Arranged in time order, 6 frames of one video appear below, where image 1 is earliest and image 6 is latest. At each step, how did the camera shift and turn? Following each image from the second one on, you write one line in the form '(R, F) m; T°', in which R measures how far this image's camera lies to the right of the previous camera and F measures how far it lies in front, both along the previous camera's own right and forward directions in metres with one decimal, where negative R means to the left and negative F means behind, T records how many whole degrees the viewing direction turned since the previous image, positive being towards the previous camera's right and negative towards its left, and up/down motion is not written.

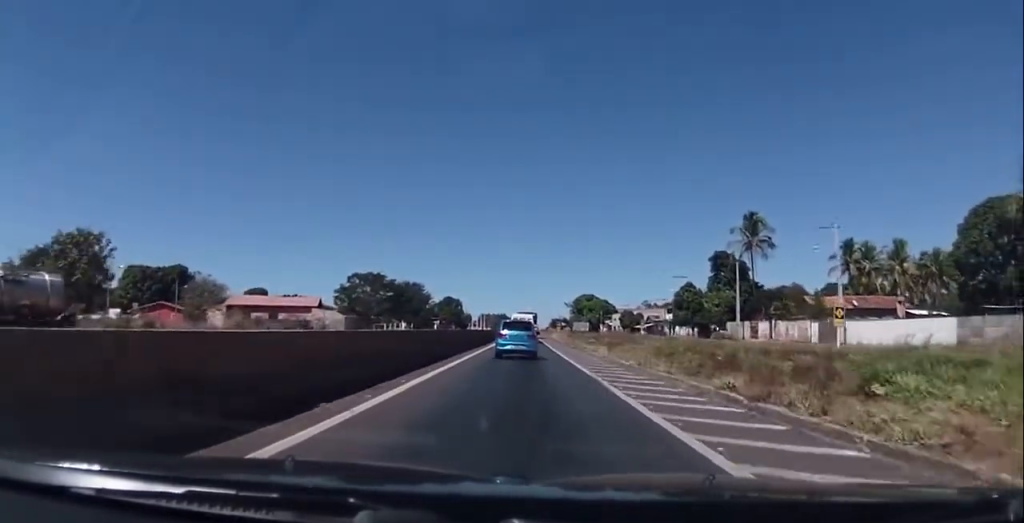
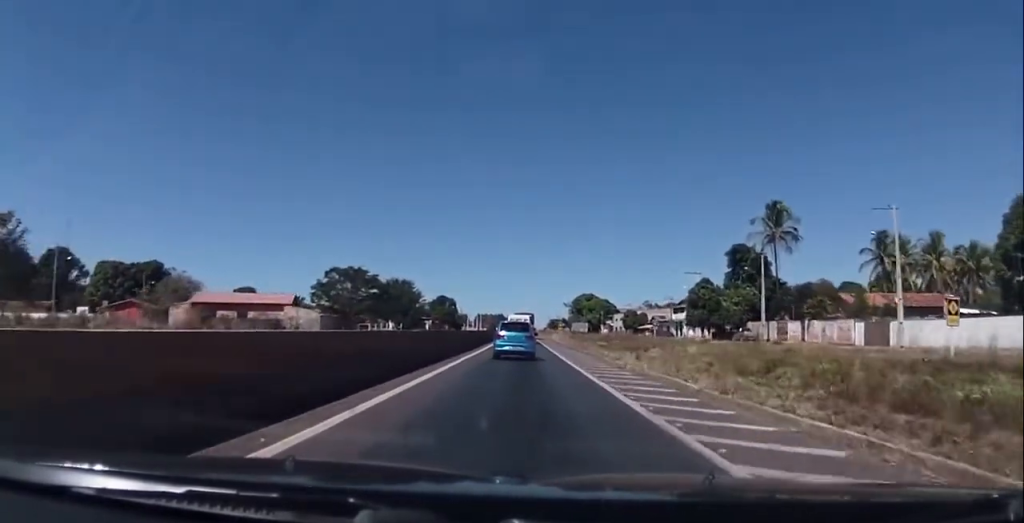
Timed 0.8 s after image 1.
(+0.3, +9.5) m; +2°
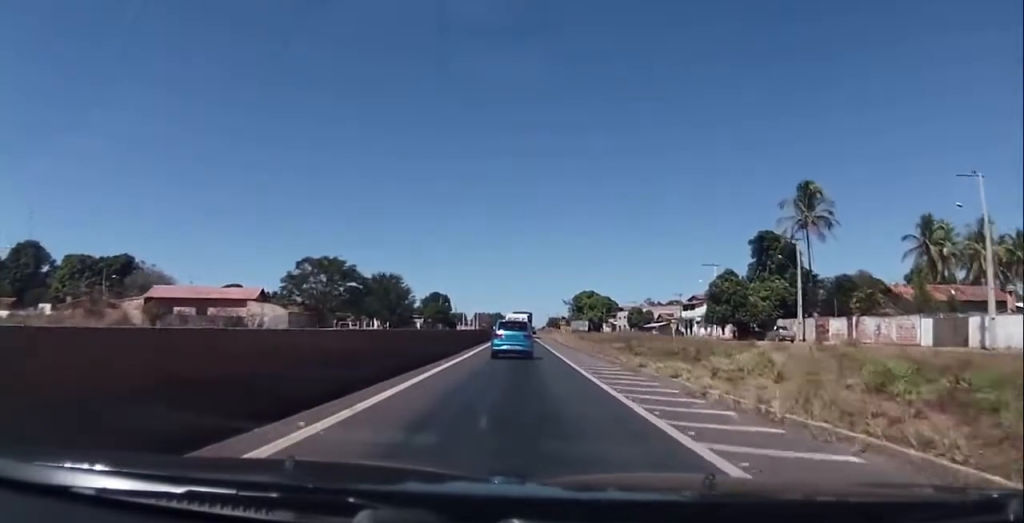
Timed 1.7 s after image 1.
(0.0, +10.3) m; 0°
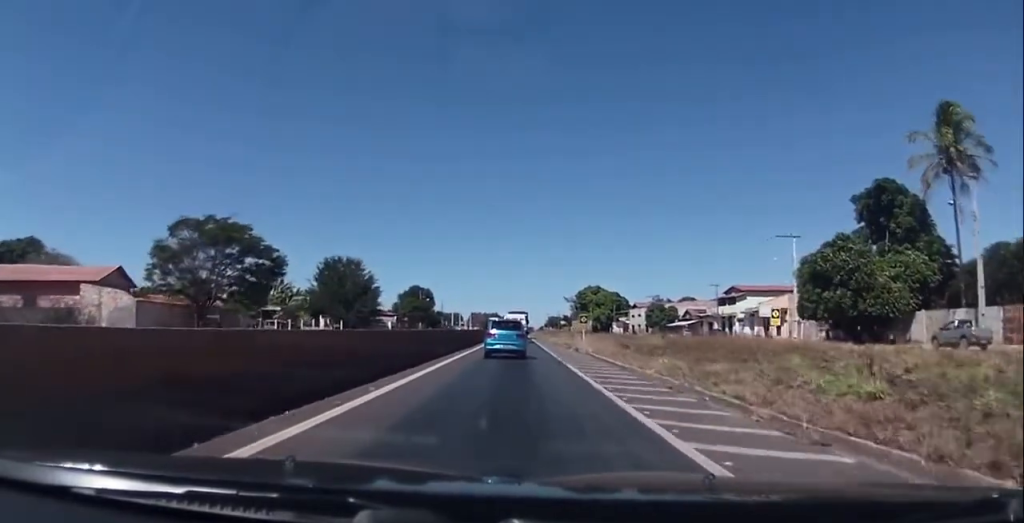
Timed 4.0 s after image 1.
(-0.7, +27.5) m; -1°
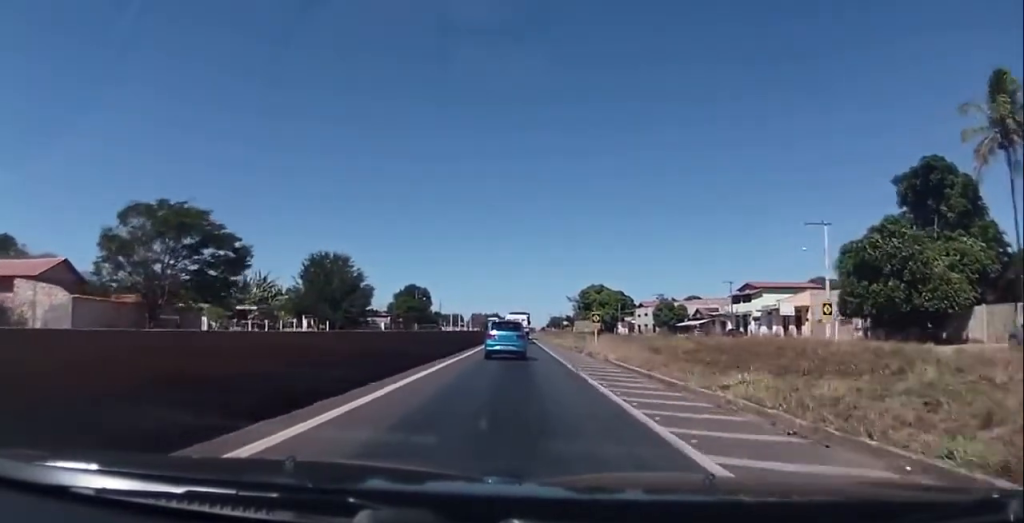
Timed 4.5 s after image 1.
(+0.1, +6.8) m; +1°
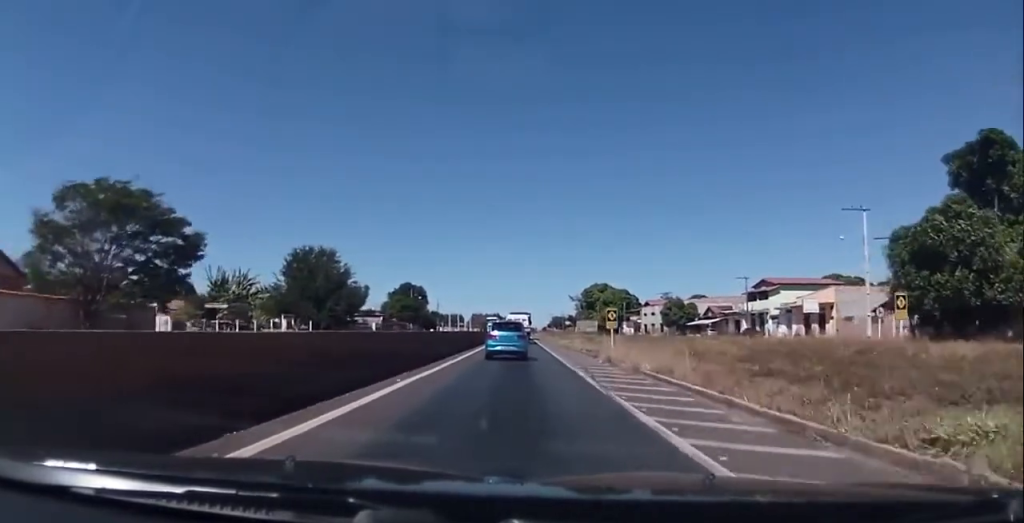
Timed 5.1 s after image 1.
(0.0, +6.8) m; 0°
